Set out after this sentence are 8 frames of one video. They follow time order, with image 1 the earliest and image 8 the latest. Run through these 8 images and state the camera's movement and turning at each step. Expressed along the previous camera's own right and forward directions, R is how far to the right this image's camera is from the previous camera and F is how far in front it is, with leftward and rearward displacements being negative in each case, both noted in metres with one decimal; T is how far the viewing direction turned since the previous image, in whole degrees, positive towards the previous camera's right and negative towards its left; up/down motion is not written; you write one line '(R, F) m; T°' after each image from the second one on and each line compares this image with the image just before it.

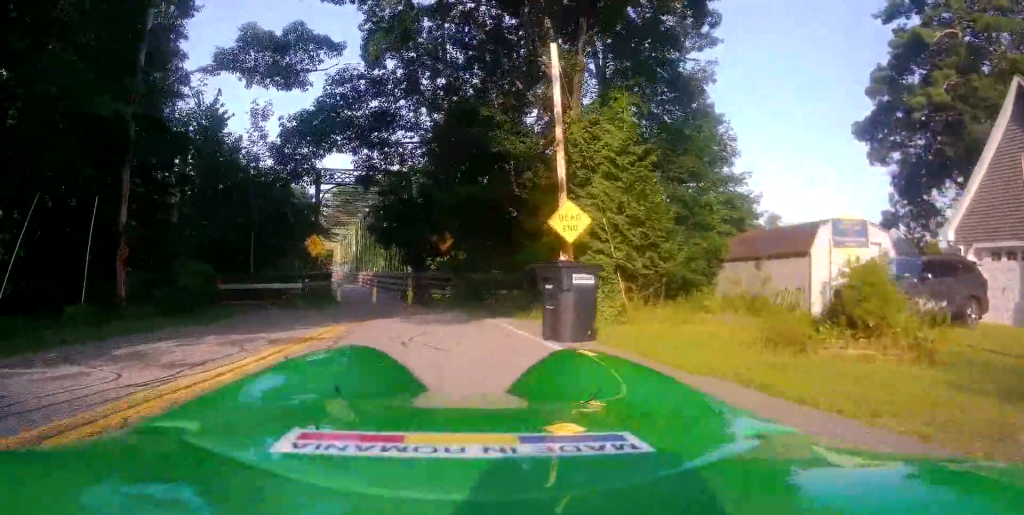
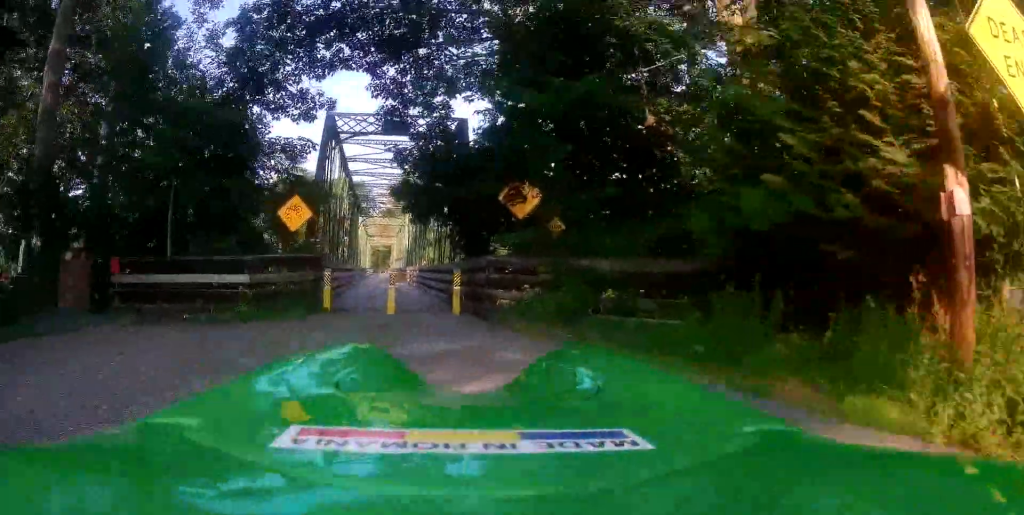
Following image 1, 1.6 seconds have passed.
(-0.5, +11.7) m; -4°
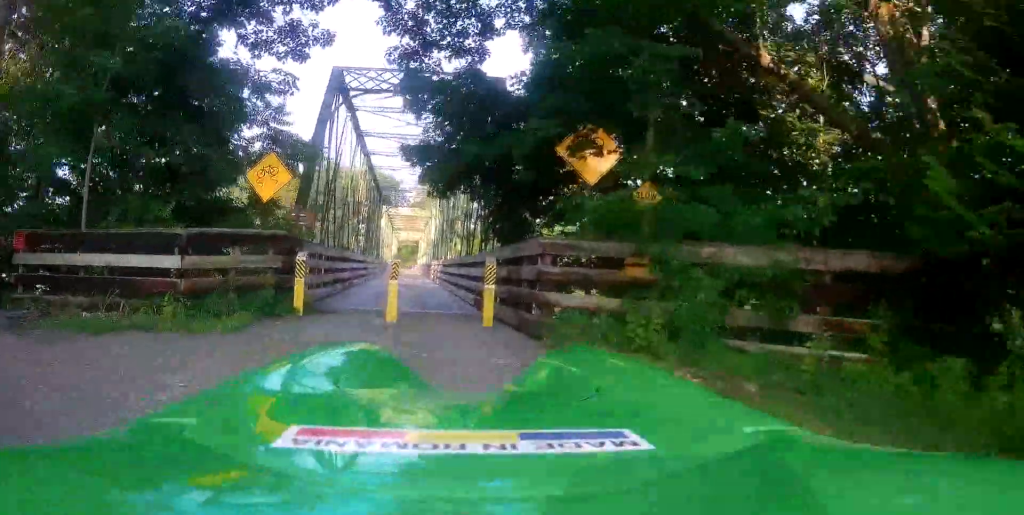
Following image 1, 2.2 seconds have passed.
(+0.2, +4.4) m; -4°
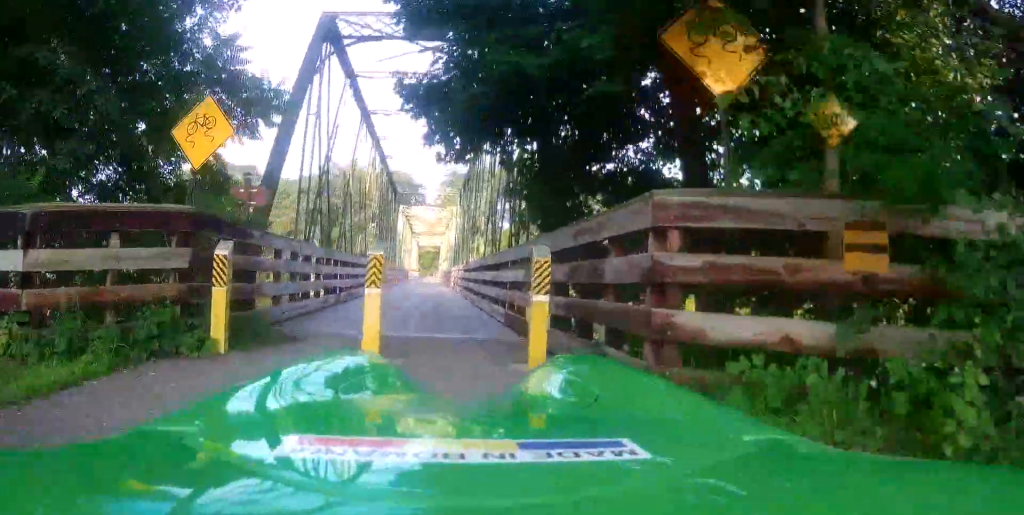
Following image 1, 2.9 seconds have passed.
(-0.5, +4.2) m; -6°
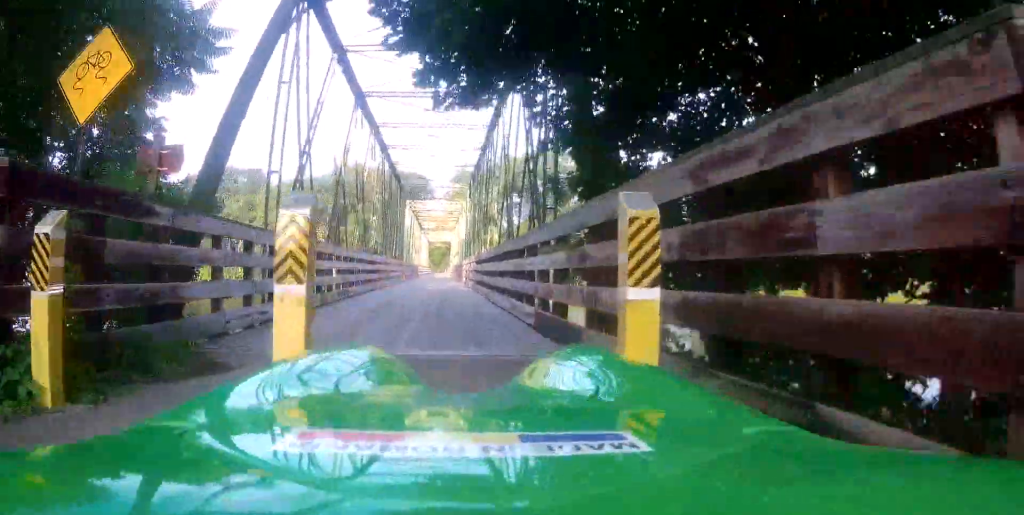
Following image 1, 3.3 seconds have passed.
(-0.1, +2.8) m; -3°
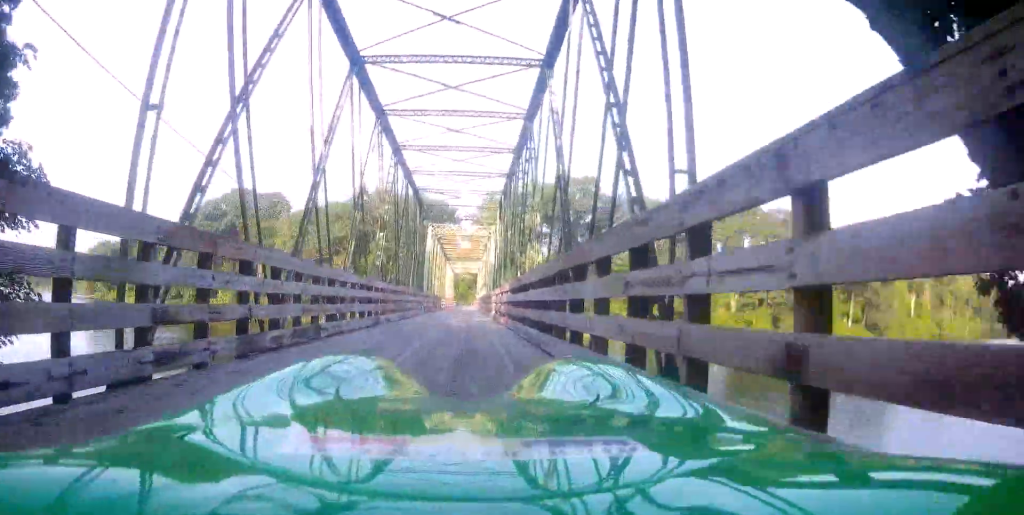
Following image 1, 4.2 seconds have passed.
(-0.2, +5.8) m; -2°
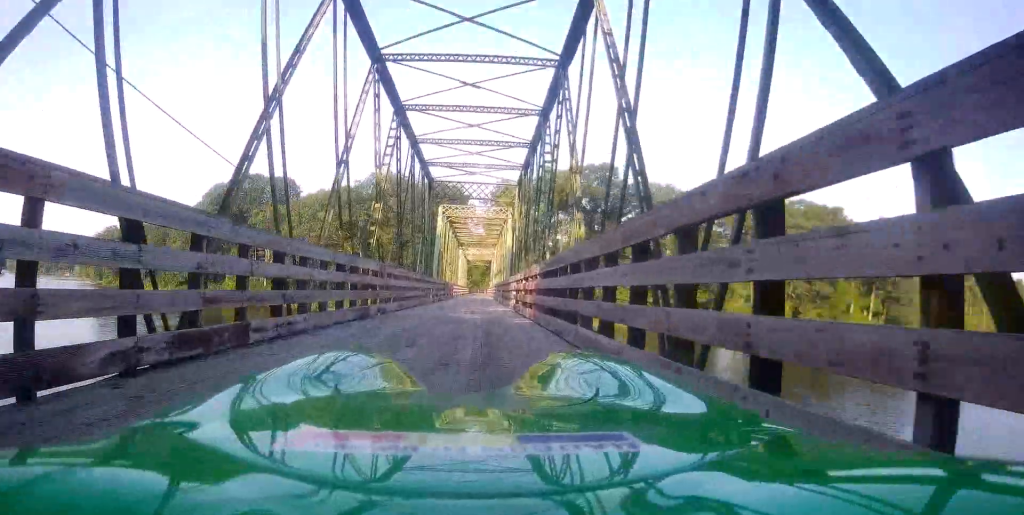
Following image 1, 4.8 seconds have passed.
(0.0, +4.1) m; +2°
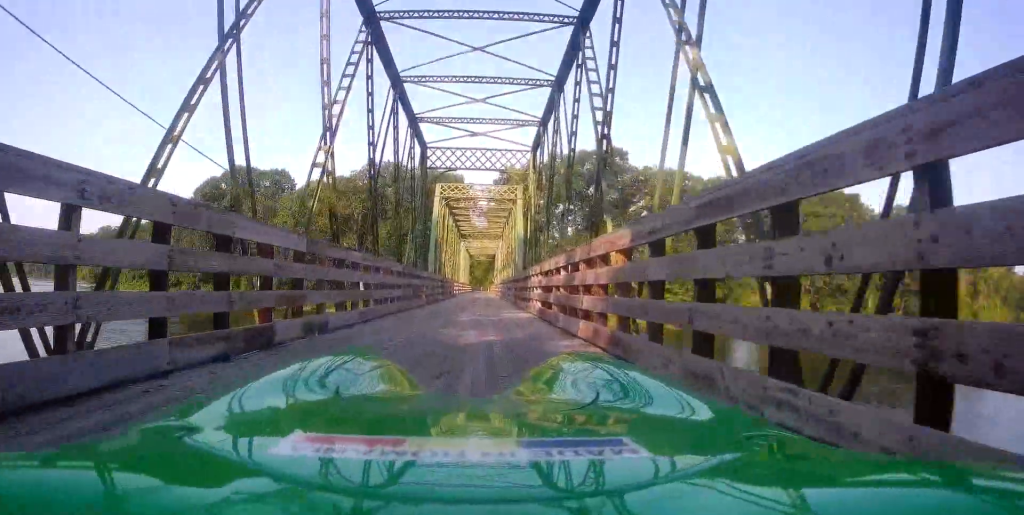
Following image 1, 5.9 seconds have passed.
(+0.3, +6.9) m; +2°
